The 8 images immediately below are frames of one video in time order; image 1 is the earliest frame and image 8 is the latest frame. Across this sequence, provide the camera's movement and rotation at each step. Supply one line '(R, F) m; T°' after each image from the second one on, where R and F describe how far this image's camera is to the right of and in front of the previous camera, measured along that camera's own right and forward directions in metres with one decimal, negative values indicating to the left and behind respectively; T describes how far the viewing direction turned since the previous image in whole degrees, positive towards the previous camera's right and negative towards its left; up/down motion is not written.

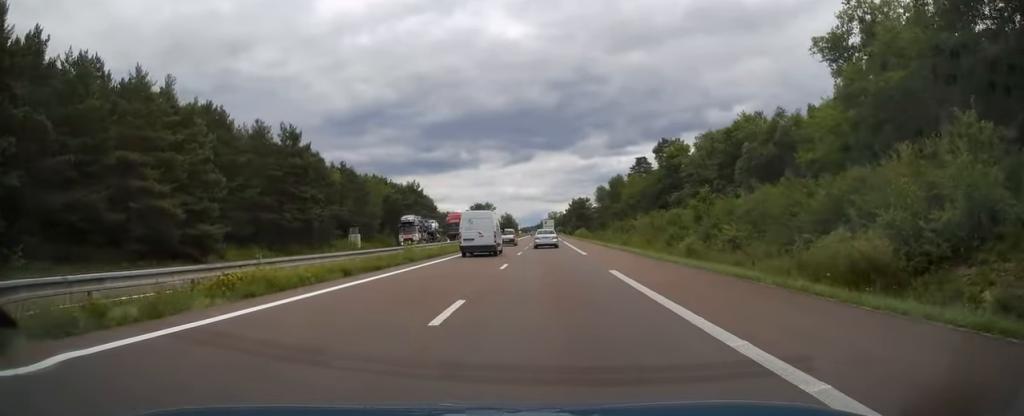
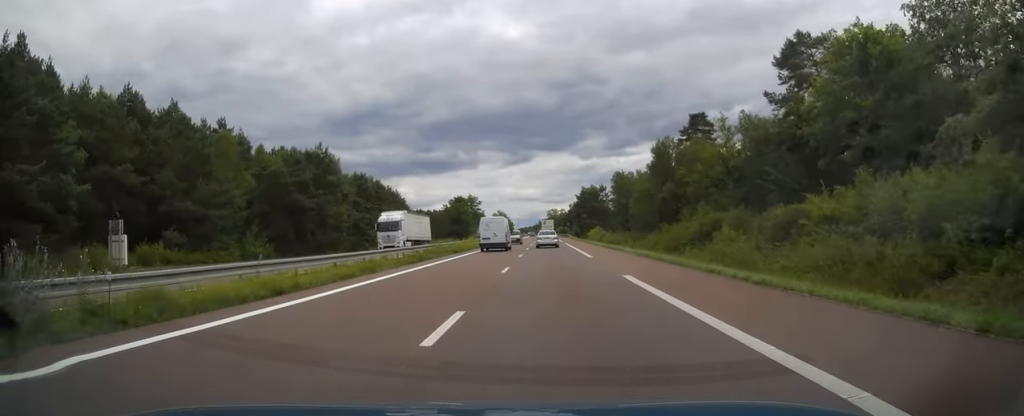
(0.0, +53.6) m; 0°
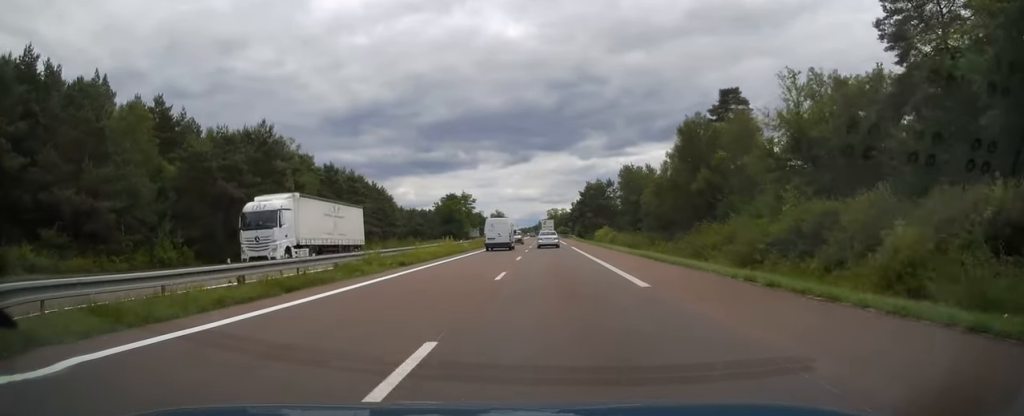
(+0.1, +15.8) m; 0°
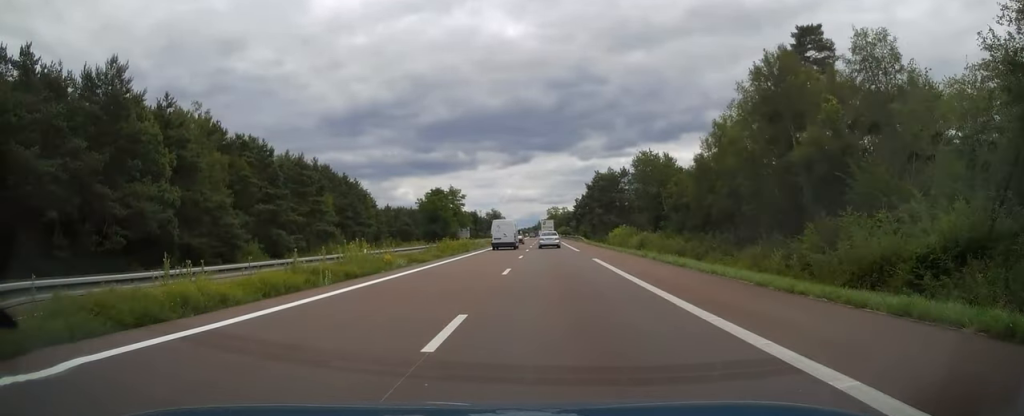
(0.0, +23.3) m; 0°
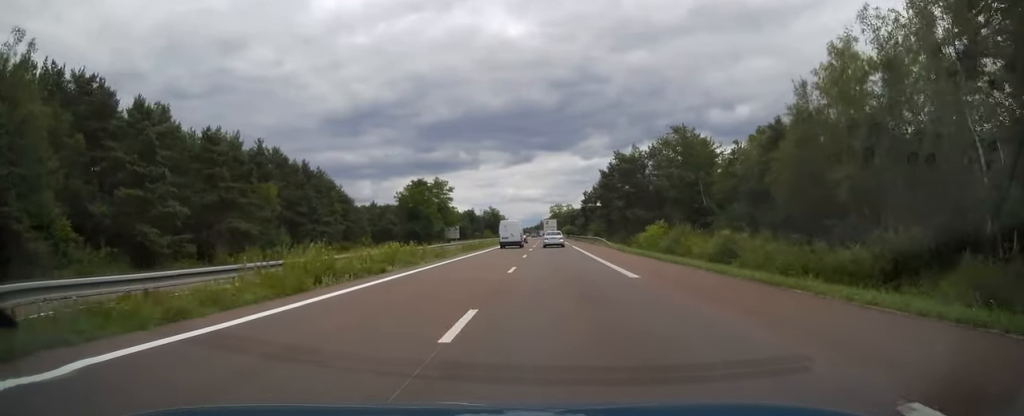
(-0.1, +25.0) m; 0°
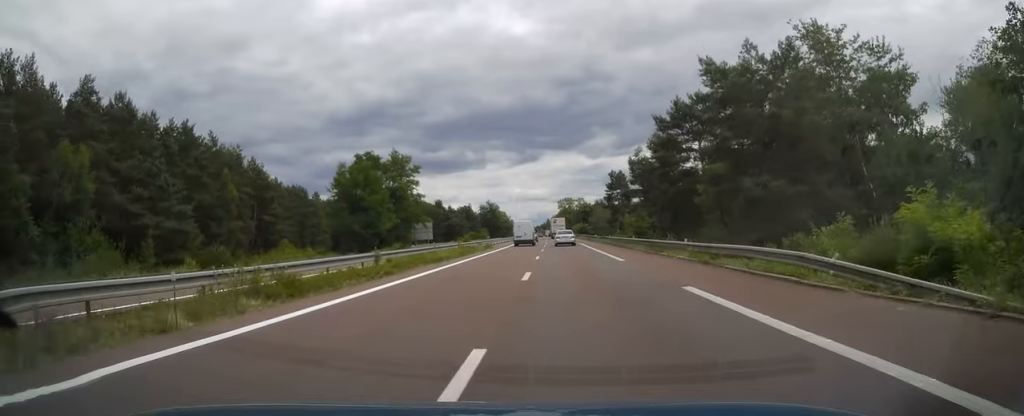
(-0.2, +42.0) m; 0°
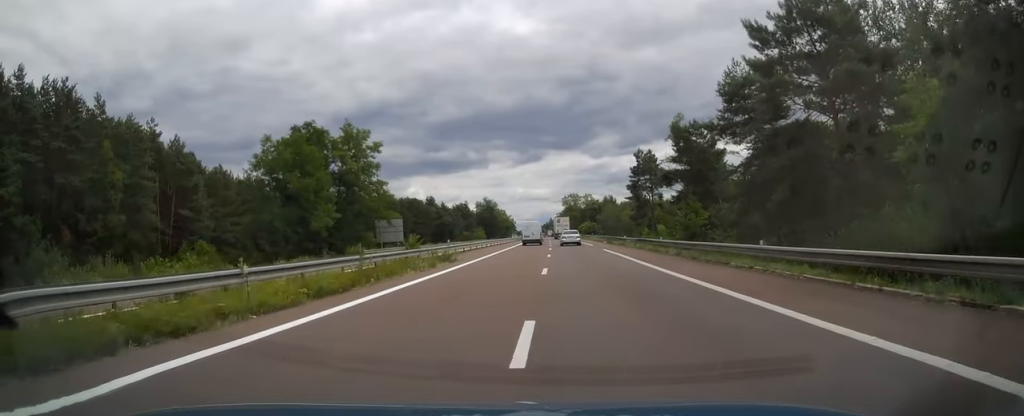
(0.0, +23.6) m; 0°
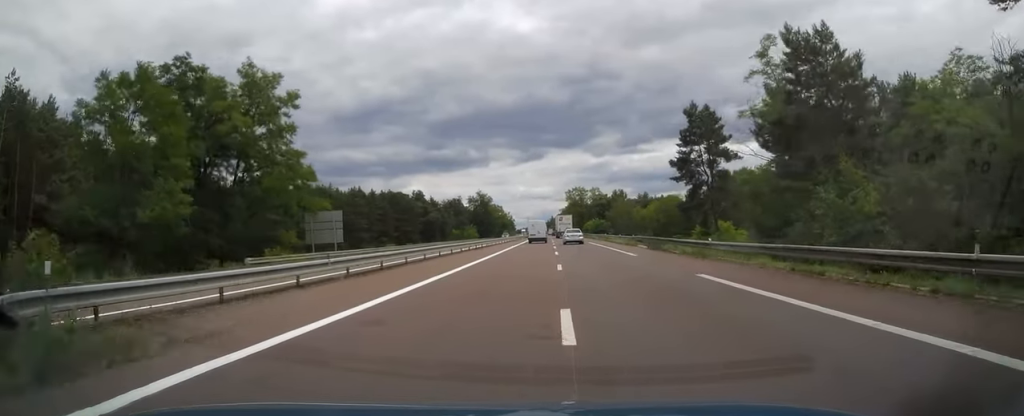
(0.0, +24.8) m; 0°
